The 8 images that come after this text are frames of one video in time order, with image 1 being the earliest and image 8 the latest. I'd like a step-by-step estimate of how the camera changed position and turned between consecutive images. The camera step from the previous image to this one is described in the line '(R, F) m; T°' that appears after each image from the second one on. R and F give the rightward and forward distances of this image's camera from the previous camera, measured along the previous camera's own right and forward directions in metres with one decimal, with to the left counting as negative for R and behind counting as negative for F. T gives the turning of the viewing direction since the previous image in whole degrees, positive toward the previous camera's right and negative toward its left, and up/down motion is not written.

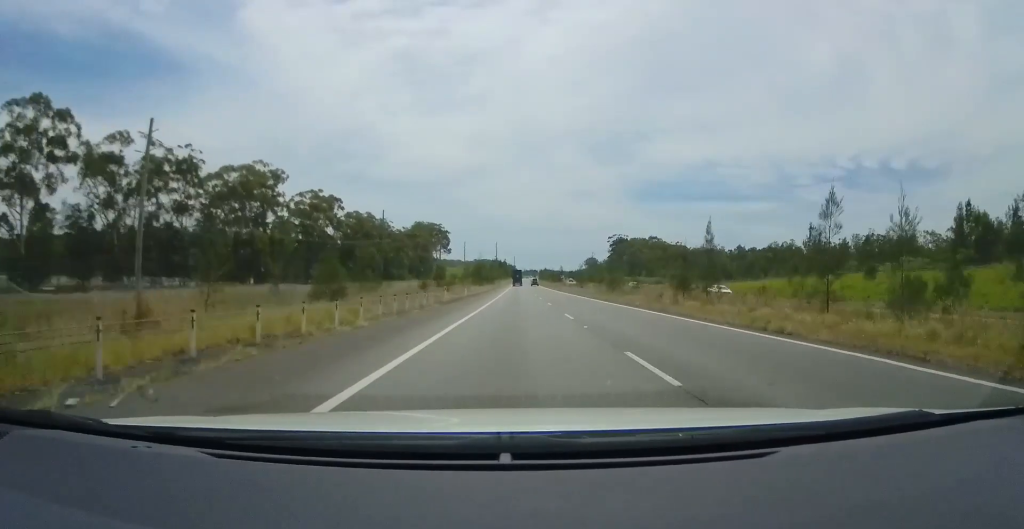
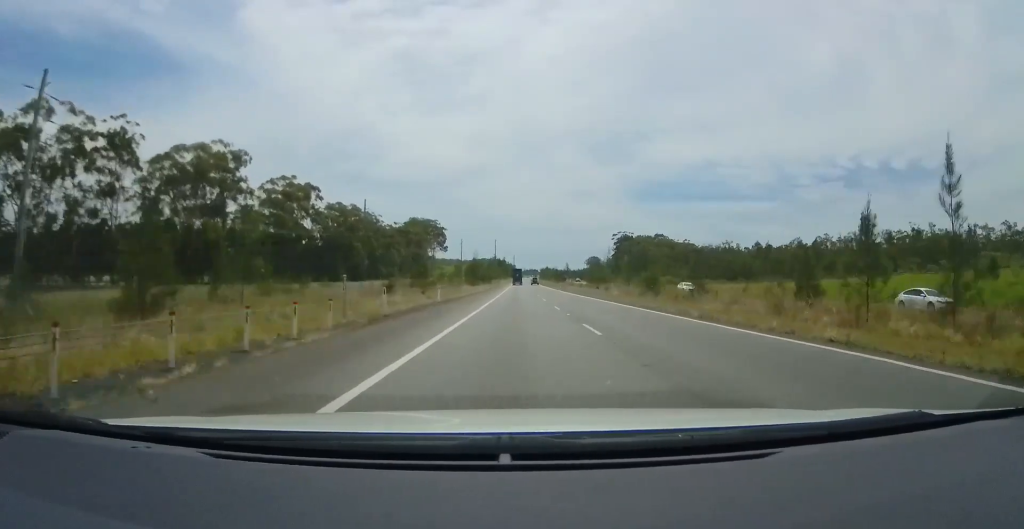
(+0.2, +17.9) m; 0°
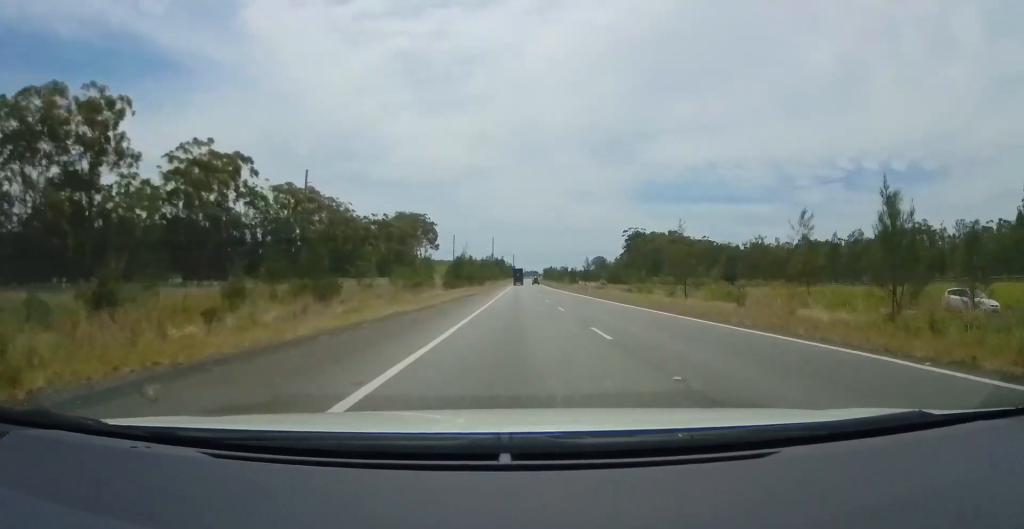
(-0.2, +37.2) m; 0°
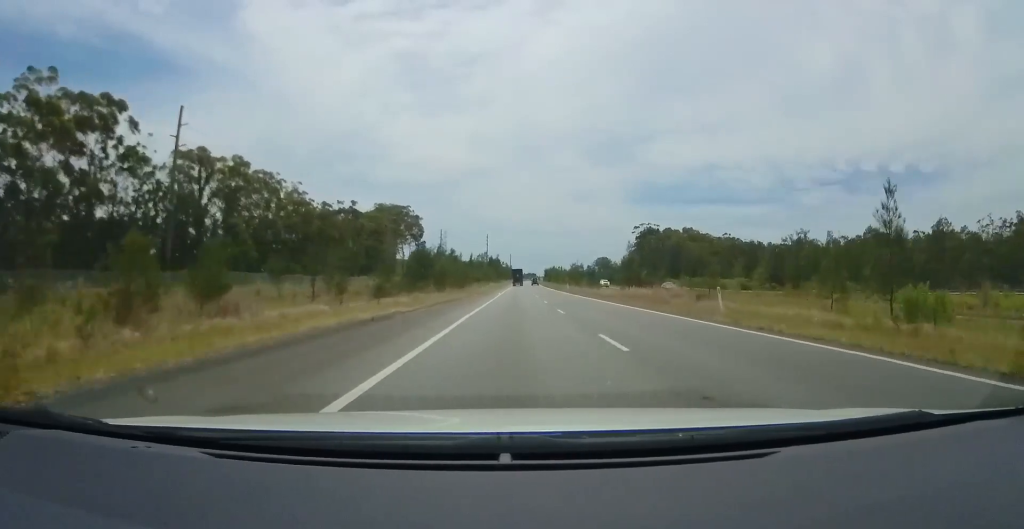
(+0.4, +38.4) m; 0°
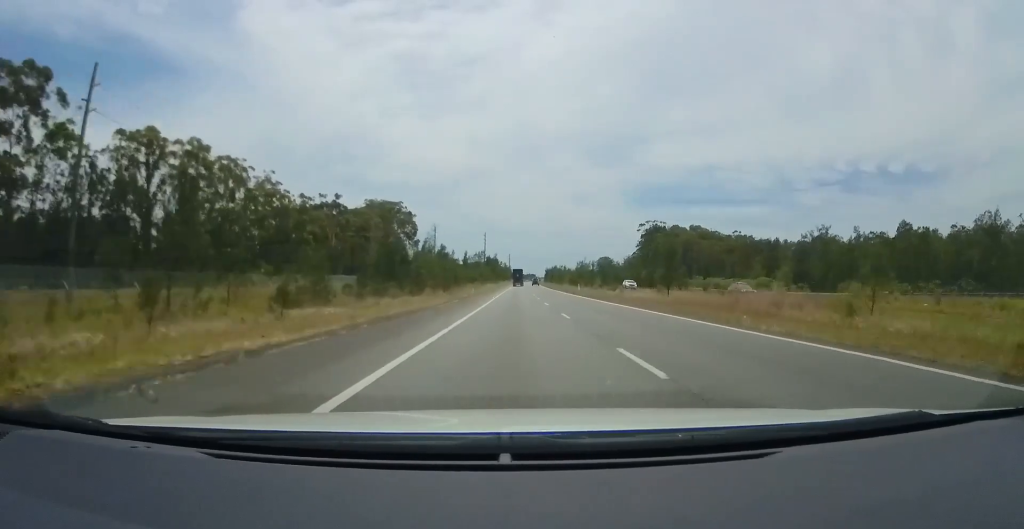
(0.0, +14.4) m; 0°
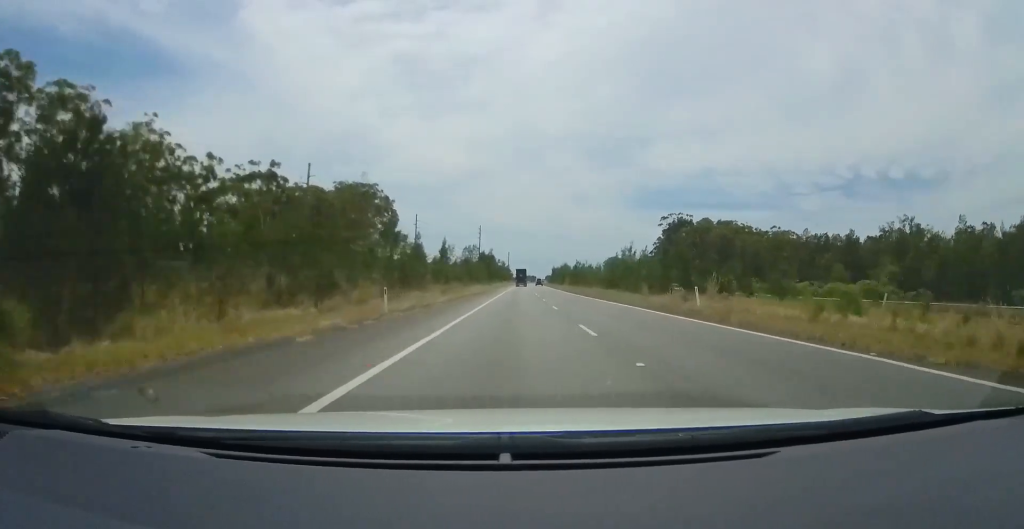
(0.0, +43.2) m; +1°
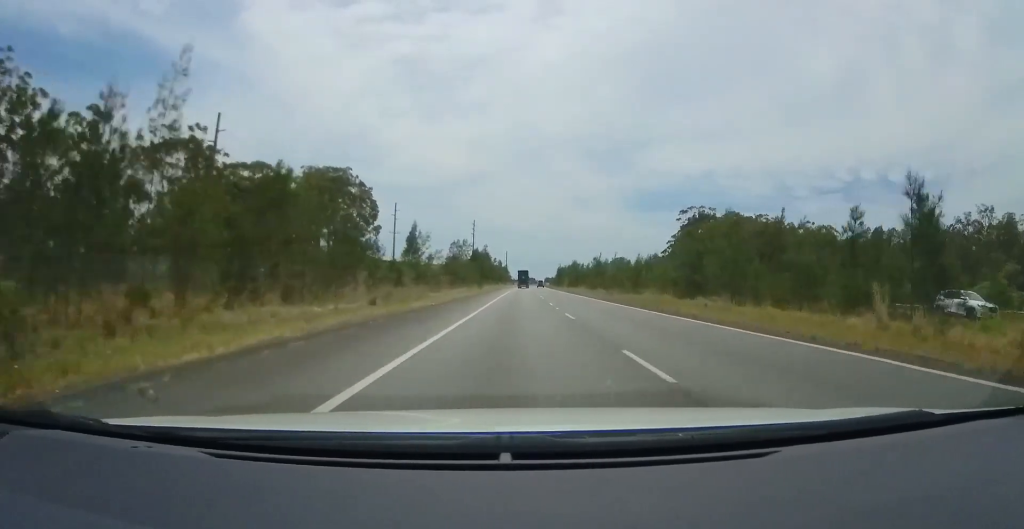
(+0.3, +29.8) m; +1°
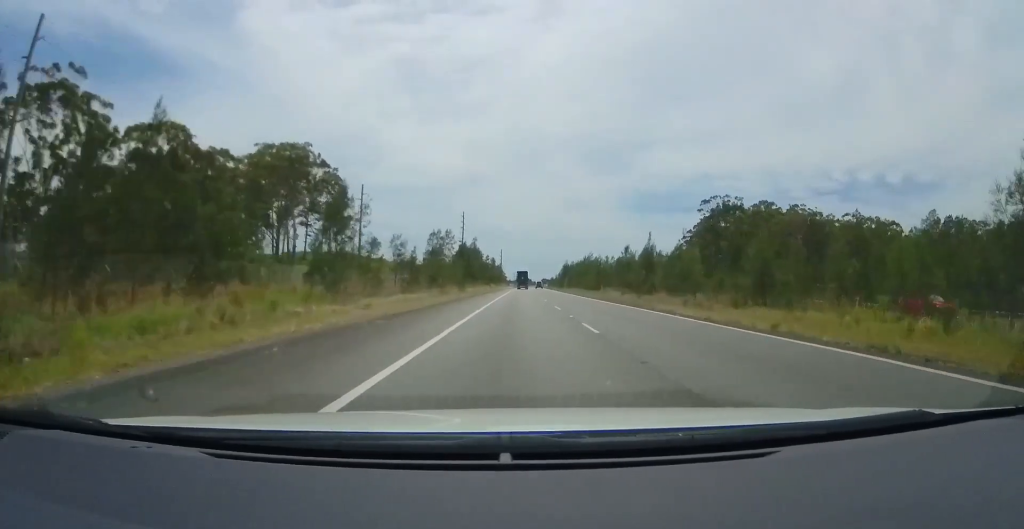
(0.0, +29.7) m; 0°
